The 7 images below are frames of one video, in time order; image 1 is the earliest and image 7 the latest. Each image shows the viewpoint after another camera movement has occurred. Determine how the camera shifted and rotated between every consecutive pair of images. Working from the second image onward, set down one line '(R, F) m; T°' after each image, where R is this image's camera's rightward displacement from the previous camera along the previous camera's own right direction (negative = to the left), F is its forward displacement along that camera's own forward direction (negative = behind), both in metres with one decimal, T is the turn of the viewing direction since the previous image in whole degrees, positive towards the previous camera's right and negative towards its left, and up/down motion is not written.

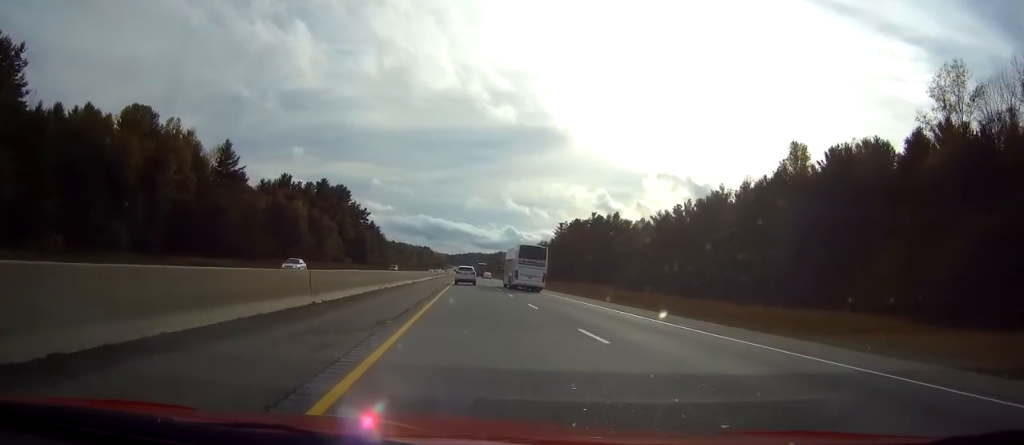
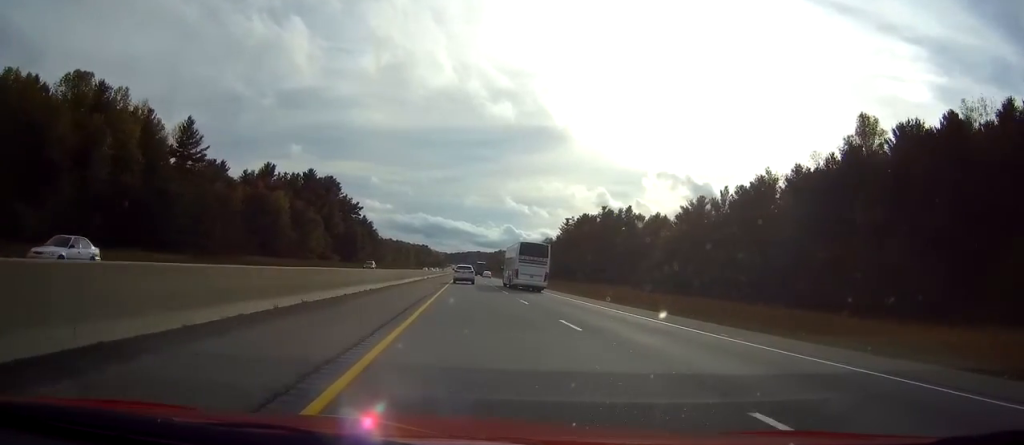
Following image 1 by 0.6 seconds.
(0.0, +21.5) m; 0°
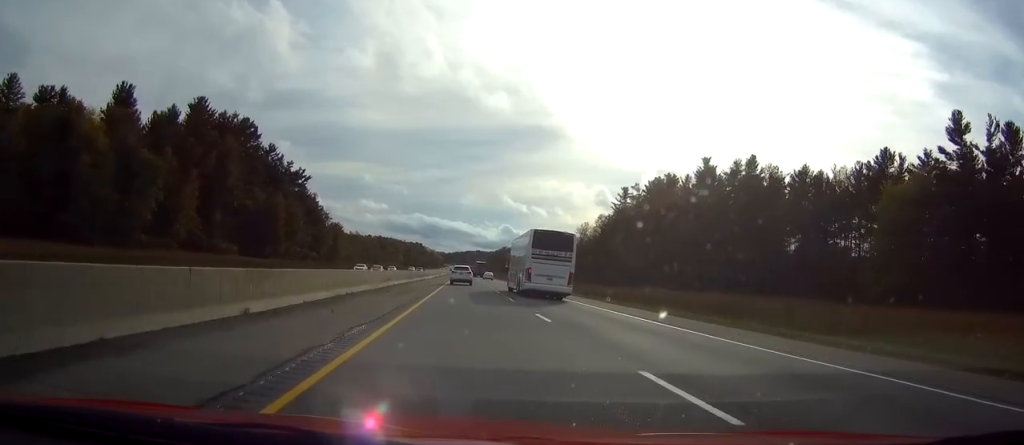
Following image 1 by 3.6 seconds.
(0.0, +106.4) m; 0°
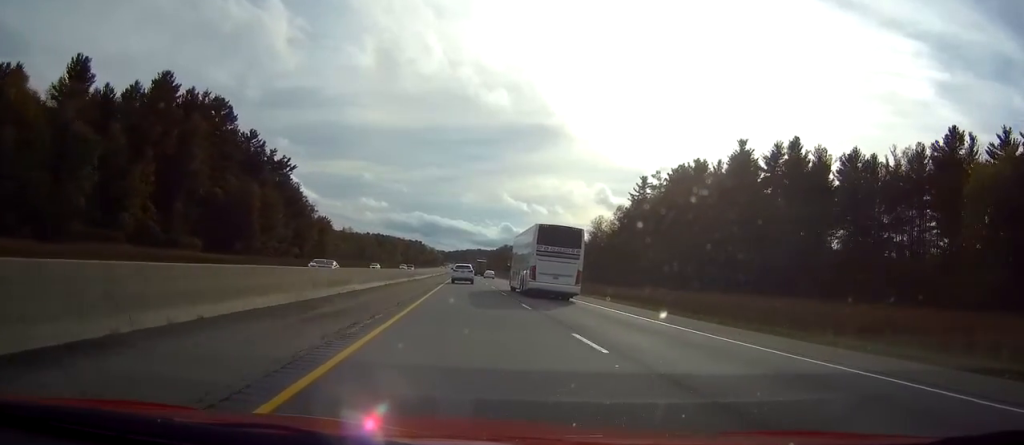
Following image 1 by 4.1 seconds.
(0.0, +19.2) m; 0°
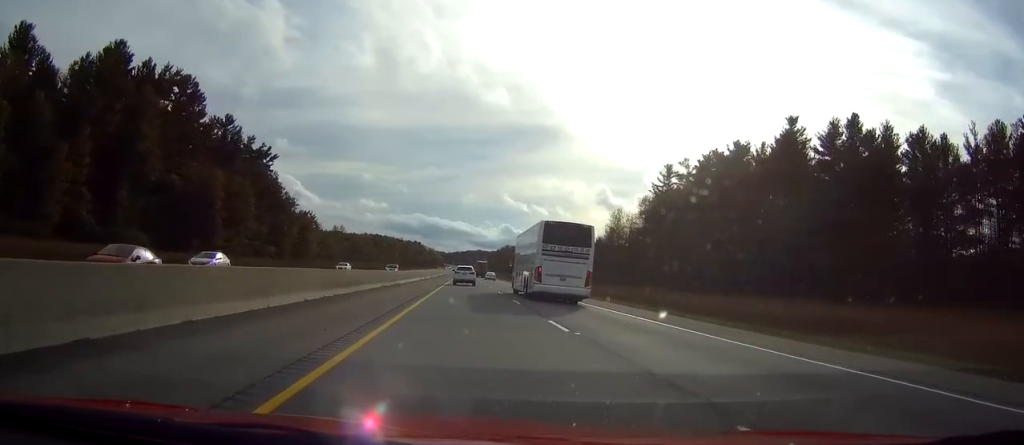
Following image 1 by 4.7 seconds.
(0.0, +20.3) m; 0°
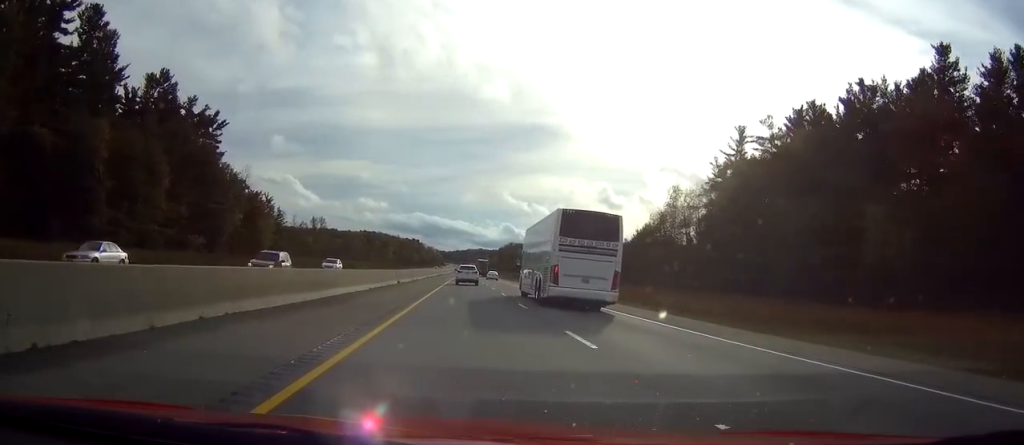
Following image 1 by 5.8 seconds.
(0.0, +39.5) m; 0°
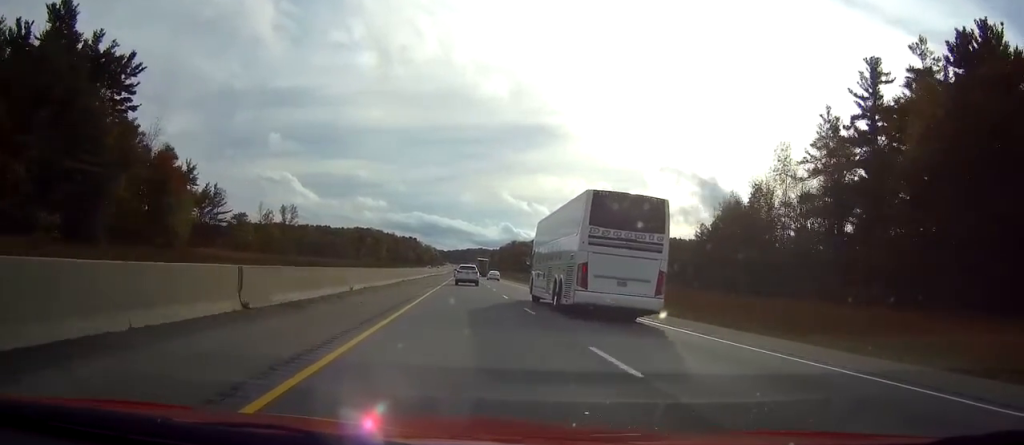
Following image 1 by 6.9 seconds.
(0.0, +39.4) m; 0°
